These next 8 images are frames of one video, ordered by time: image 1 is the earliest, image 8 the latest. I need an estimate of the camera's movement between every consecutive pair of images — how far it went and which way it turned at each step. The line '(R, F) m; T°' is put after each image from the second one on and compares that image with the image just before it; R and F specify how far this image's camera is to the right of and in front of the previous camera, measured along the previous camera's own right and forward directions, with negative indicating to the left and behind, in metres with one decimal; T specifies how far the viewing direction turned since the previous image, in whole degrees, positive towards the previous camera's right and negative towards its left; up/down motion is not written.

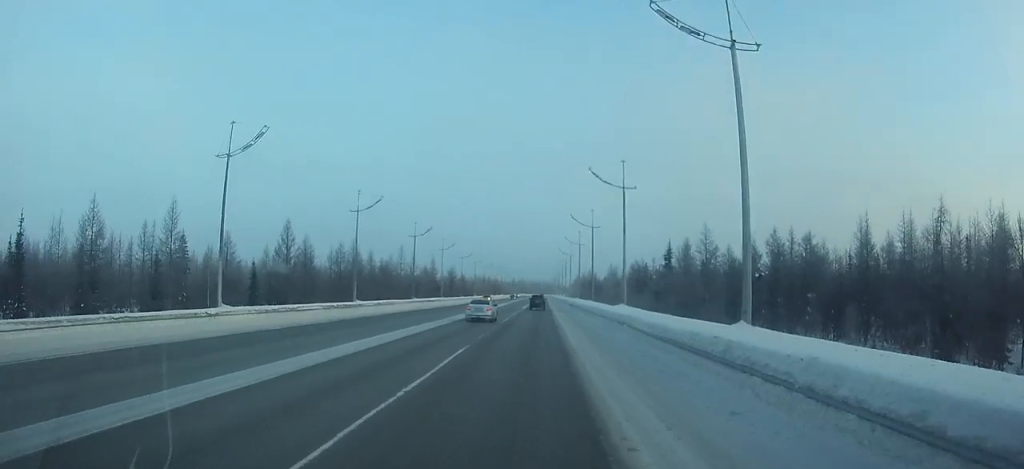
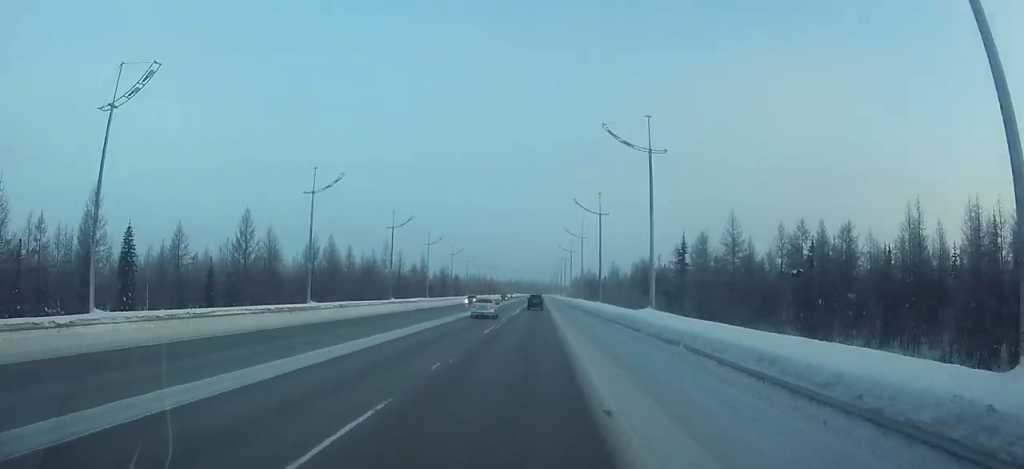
(0.0, +11.0) m; 0°
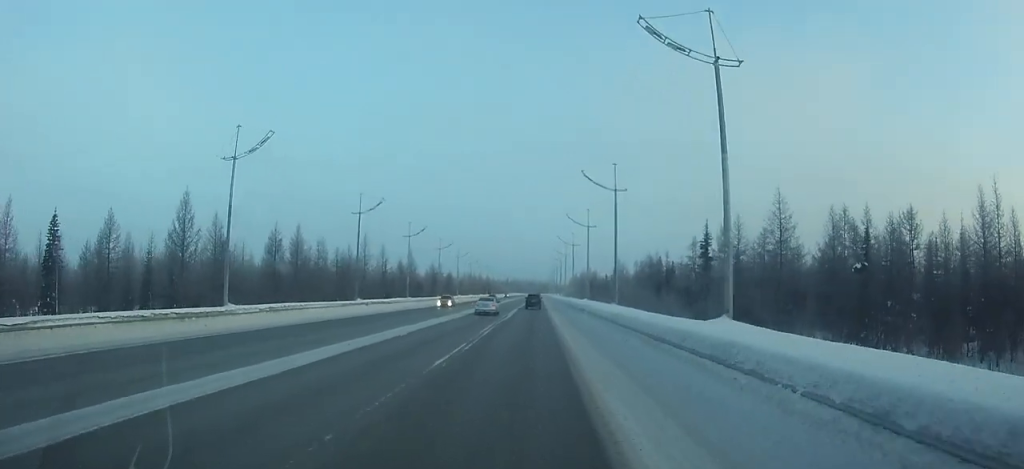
(0.0, +12.6) m; 0°
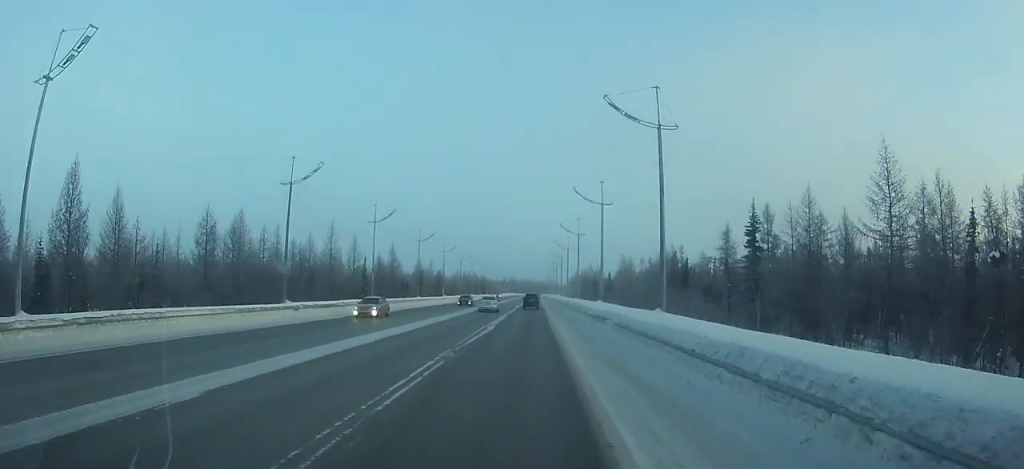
(0.0, +16.6) m; 0°
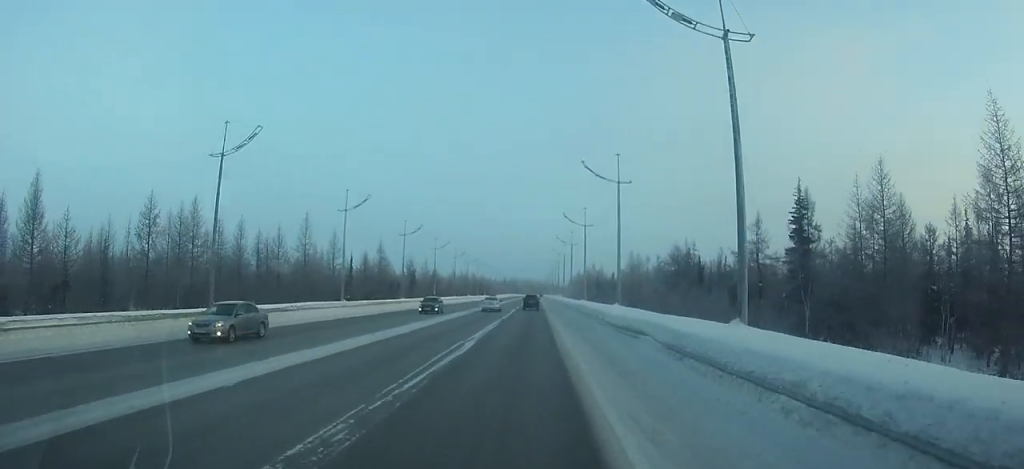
(0.0, +10.3) m; 0°
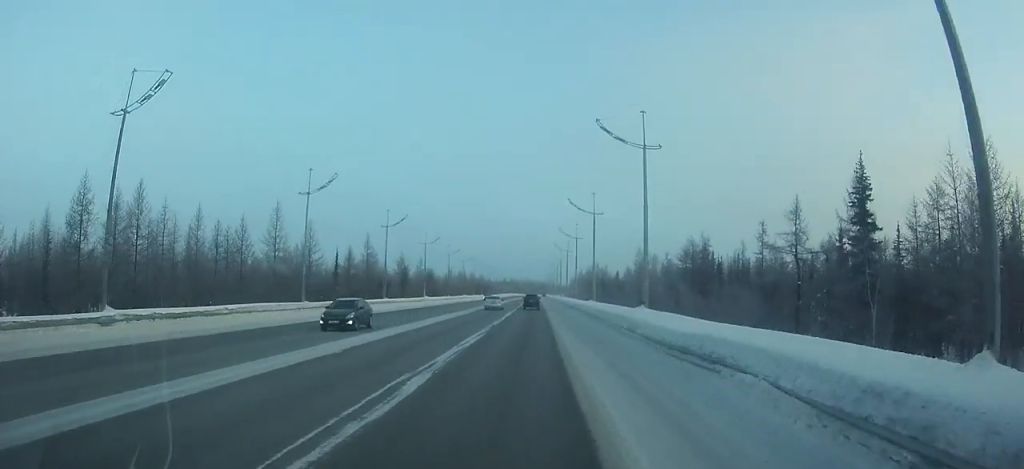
(0.0, +9.7) m; 0°
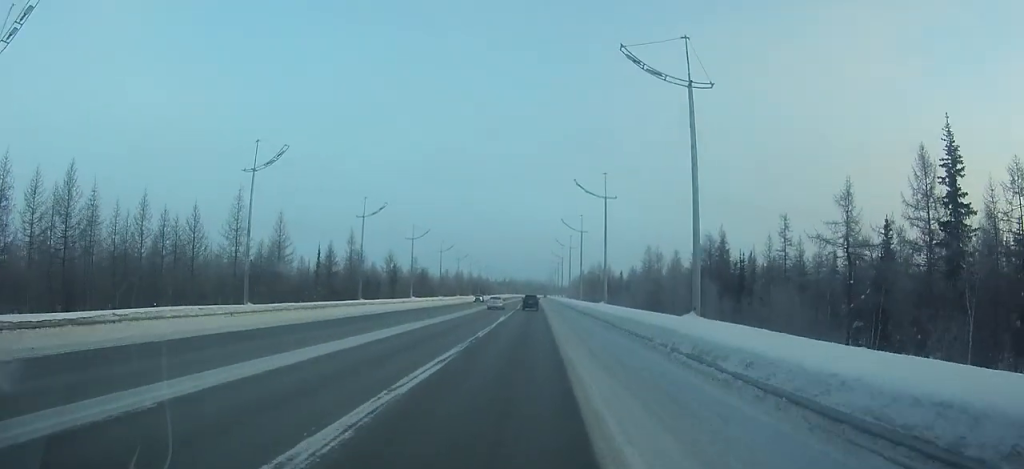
(0.0, +9.6) m; 0°
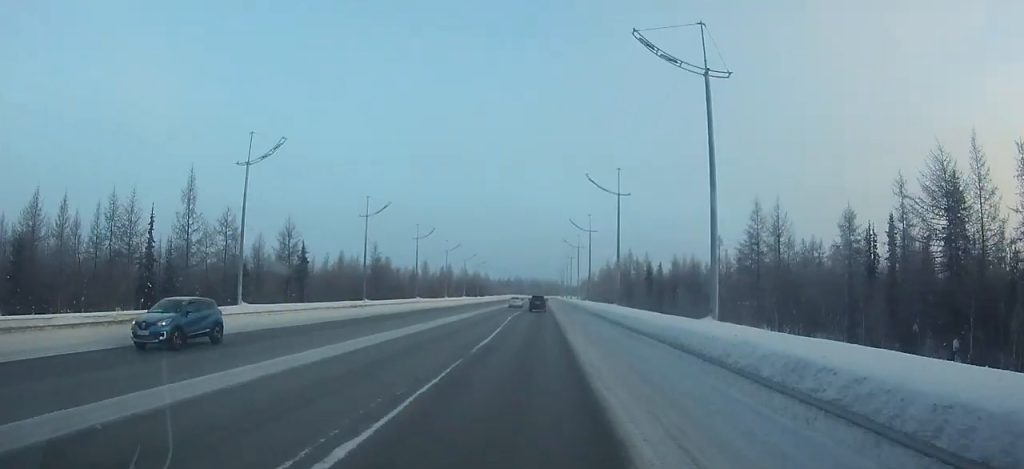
(-0.3, +51.6) m; 0°
